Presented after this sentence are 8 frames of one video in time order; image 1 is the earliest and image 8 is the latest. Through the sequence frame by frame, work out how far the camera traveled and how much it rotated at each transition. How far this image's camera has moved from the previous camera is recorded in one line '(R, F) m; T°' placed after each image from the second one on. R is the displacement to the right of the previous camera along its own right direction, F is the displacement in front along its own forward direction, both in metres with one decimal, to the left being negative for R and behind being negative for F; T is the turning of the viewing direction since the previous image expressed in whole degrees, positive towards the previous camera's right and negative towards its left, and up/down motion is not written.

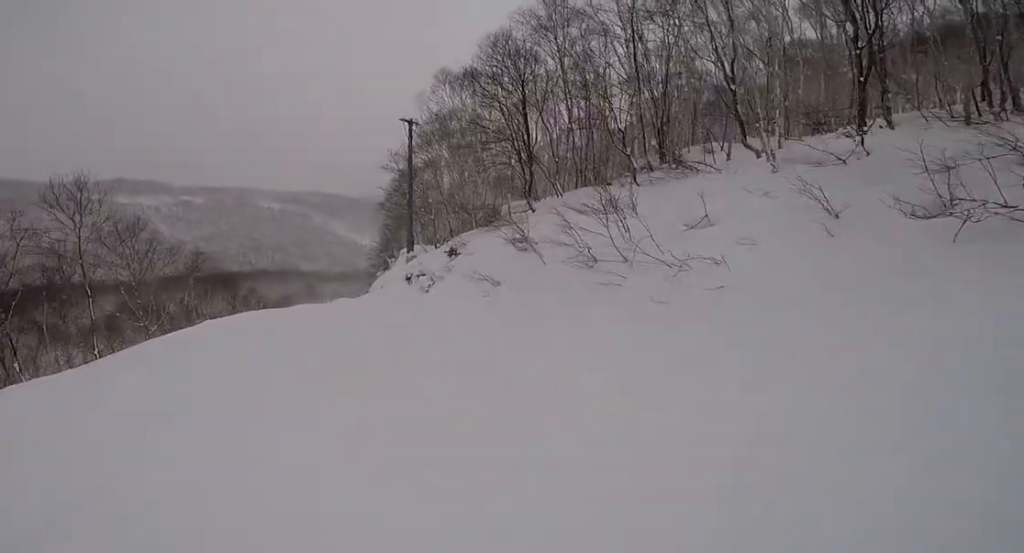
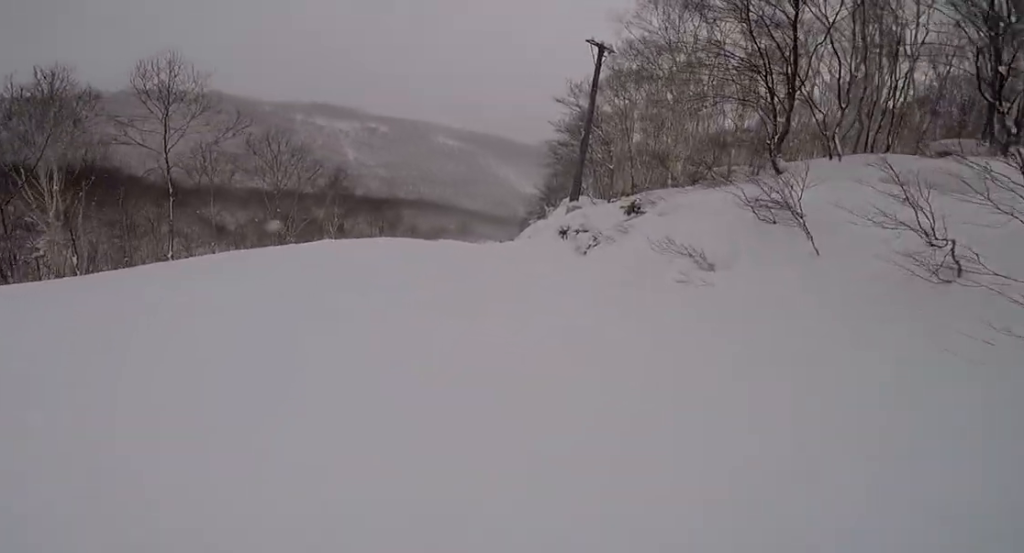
(+0.1, +4.4) m; 0°
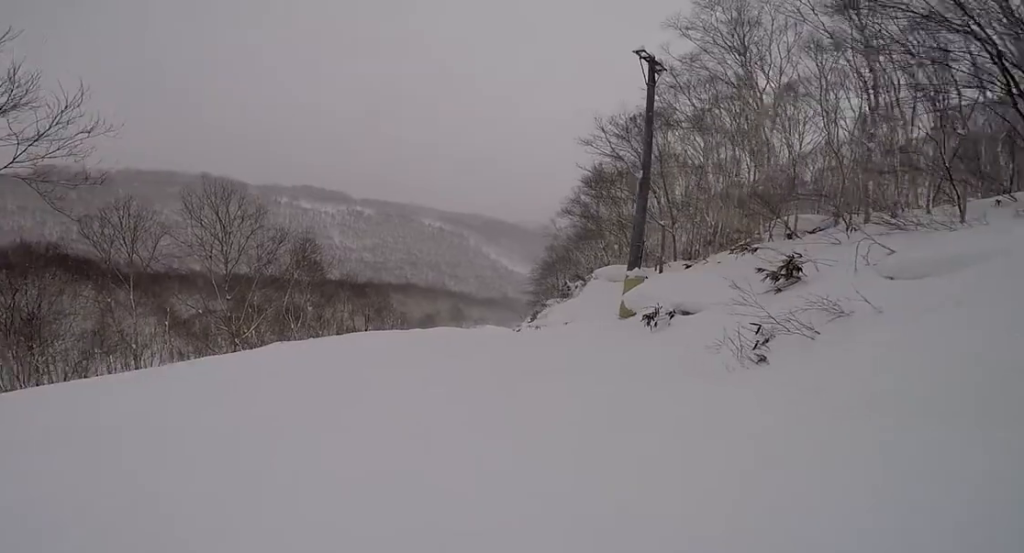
(-0.1, +7.2) m; +6°
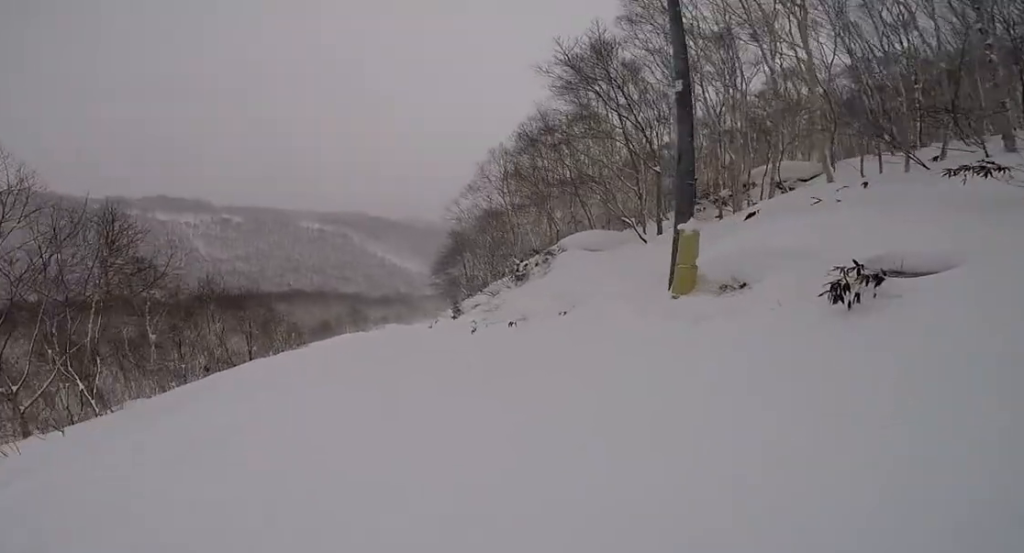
(+0.5, +7.4) m; -6°
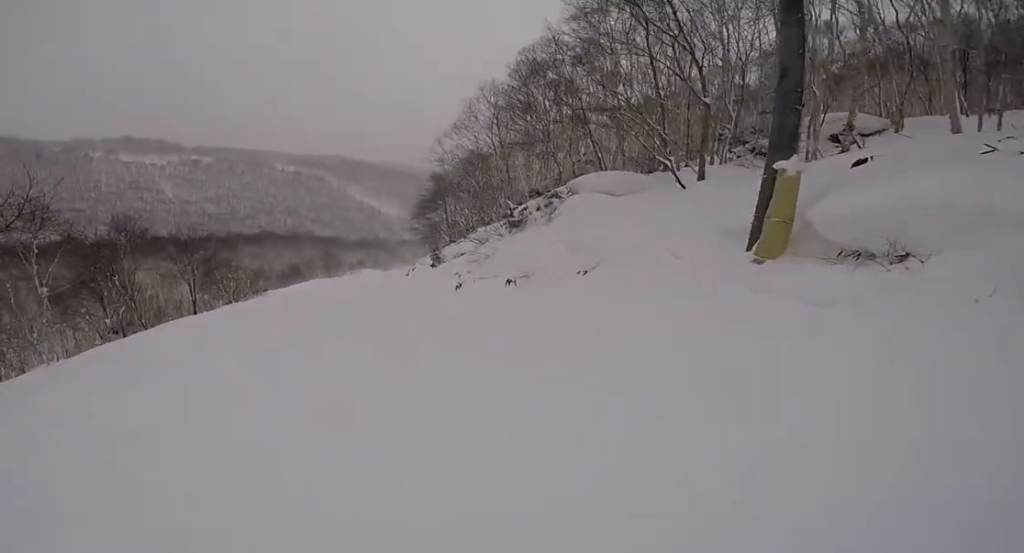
(-0.6, +3.7) m; 0°
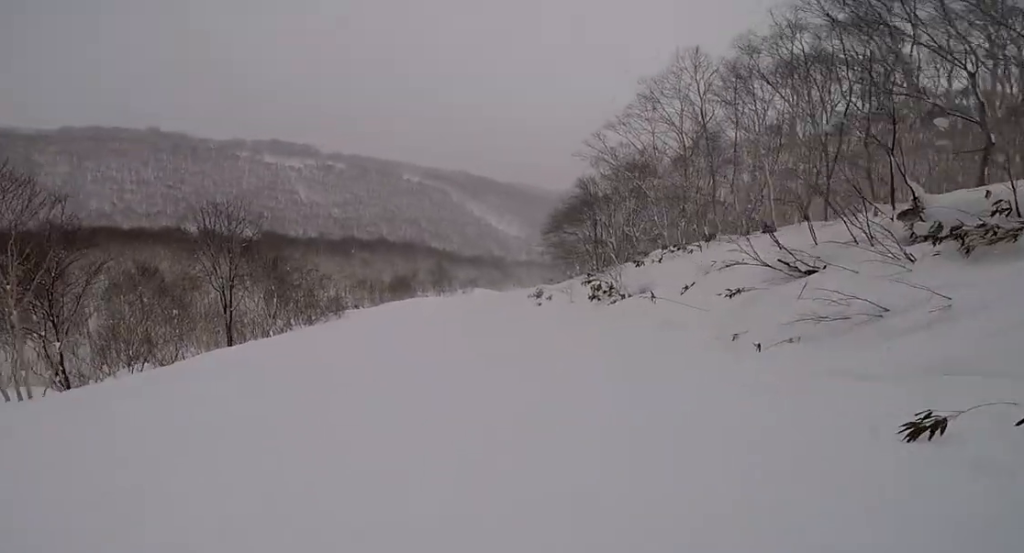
(0.0, +11.4) m; +1°
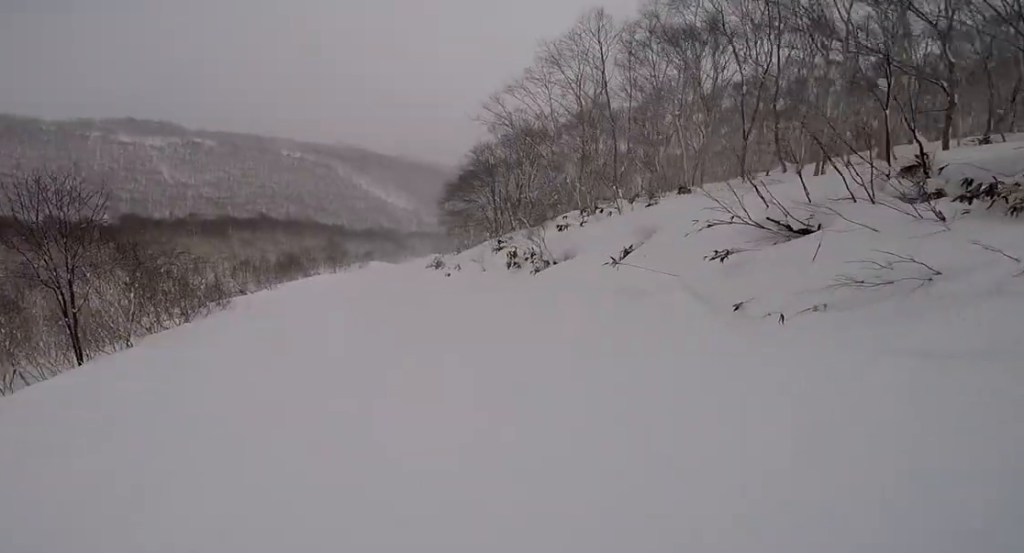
(-0.4, +2.6) m; +1°
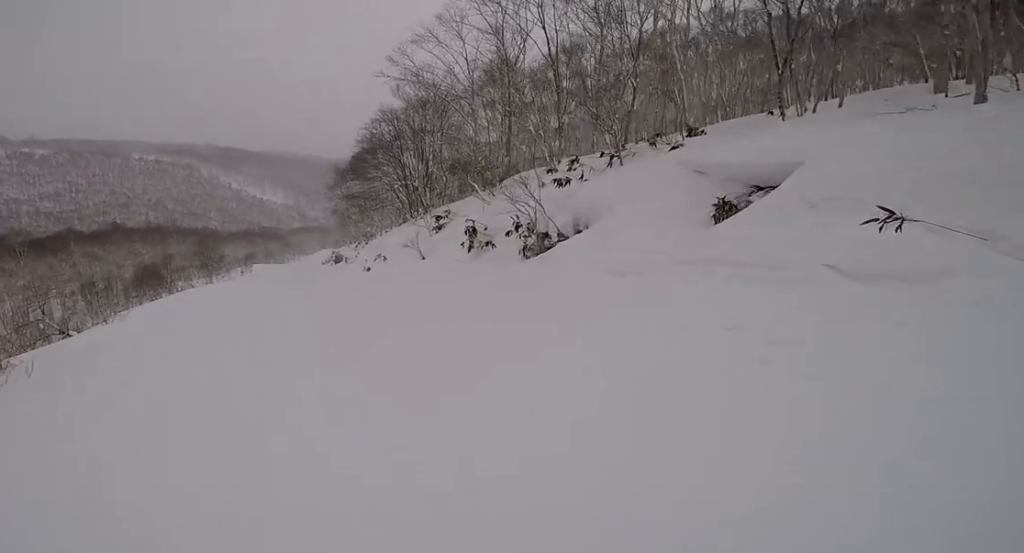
(+1.4, +7.0) m; +12°
